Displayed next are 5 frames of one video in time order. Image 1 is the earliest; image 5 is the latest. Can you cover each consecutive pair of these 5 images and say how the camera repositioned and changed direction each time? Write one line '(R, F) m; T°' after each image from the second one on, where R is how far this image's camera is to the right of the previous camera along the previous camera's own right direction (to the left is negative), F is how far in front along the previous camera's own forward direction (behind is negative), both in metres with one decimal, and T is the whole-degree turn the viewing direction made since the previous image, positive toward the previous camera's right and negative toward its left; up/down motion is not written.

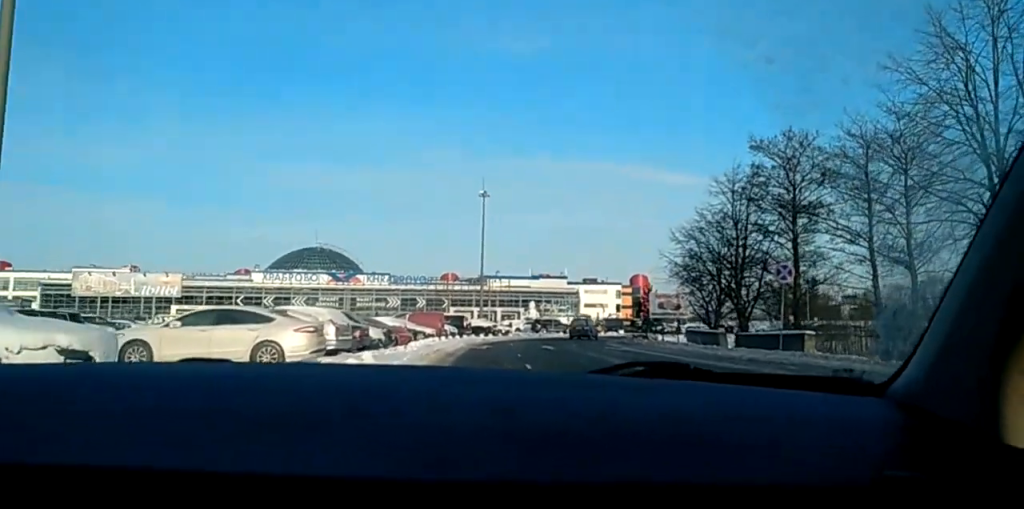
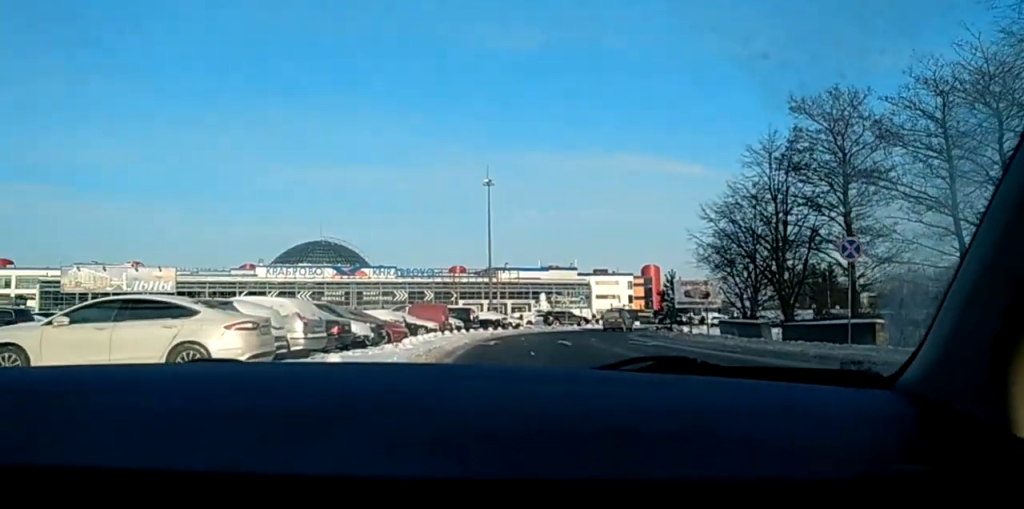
(+0.1, +4.4) m; 0°
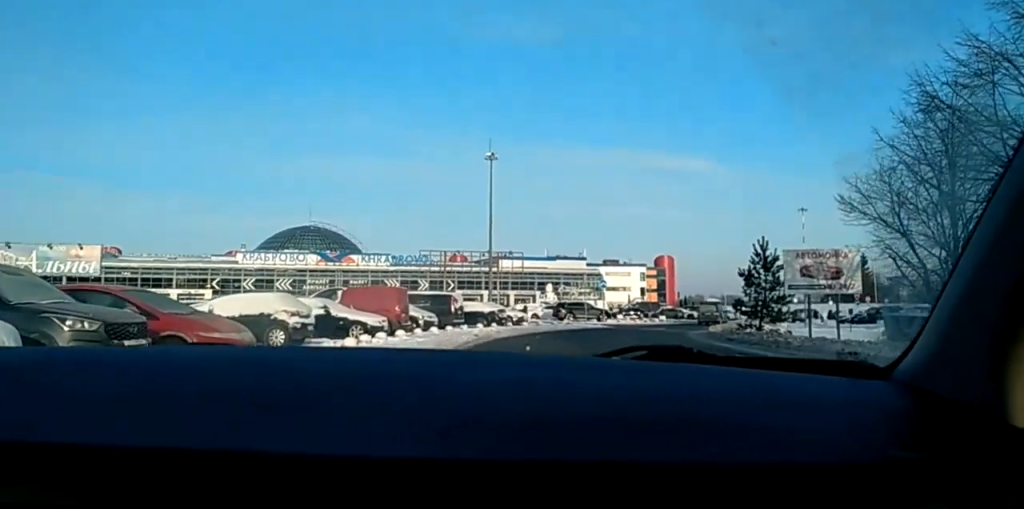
(-1.4, +16.0) m; -7°
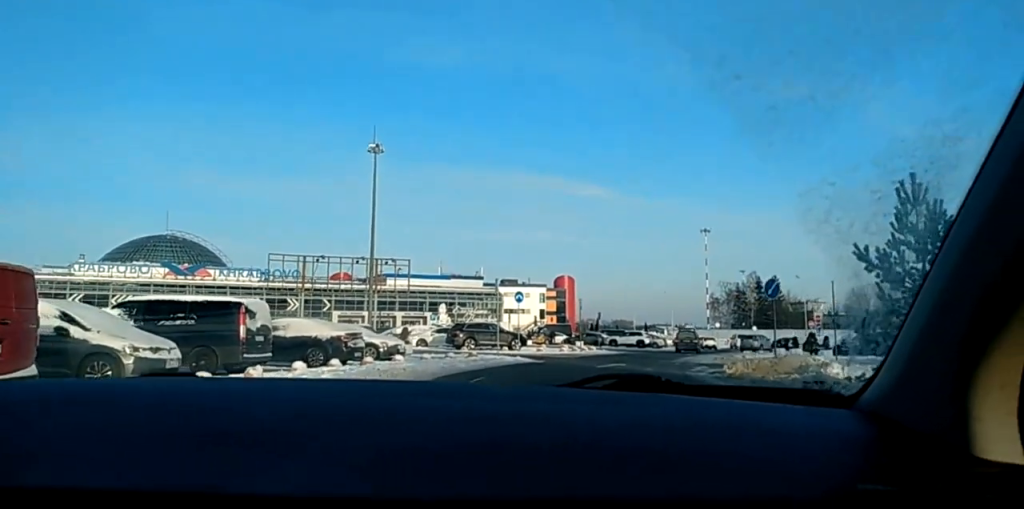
(+0.8, +19.5) m; +7°
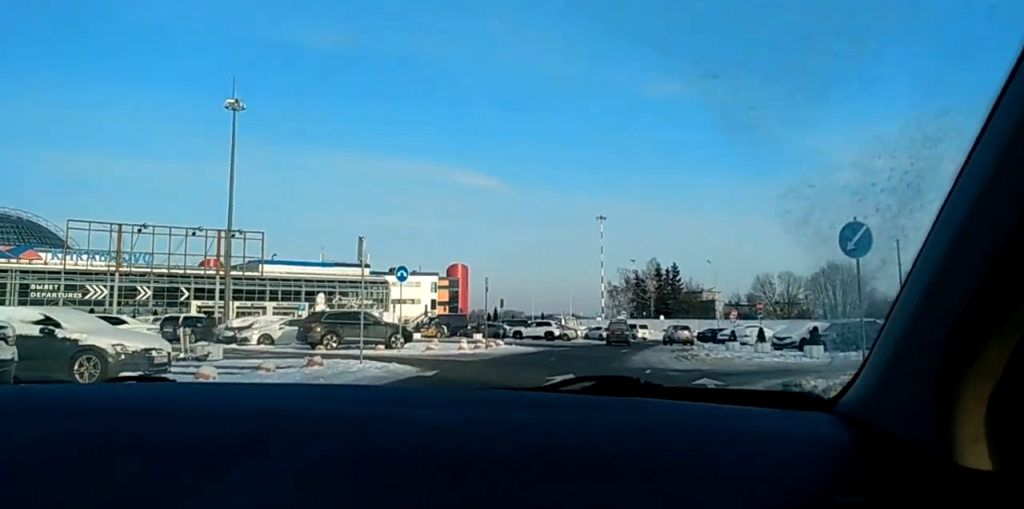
(+1.1, +15.2) m; +8°
